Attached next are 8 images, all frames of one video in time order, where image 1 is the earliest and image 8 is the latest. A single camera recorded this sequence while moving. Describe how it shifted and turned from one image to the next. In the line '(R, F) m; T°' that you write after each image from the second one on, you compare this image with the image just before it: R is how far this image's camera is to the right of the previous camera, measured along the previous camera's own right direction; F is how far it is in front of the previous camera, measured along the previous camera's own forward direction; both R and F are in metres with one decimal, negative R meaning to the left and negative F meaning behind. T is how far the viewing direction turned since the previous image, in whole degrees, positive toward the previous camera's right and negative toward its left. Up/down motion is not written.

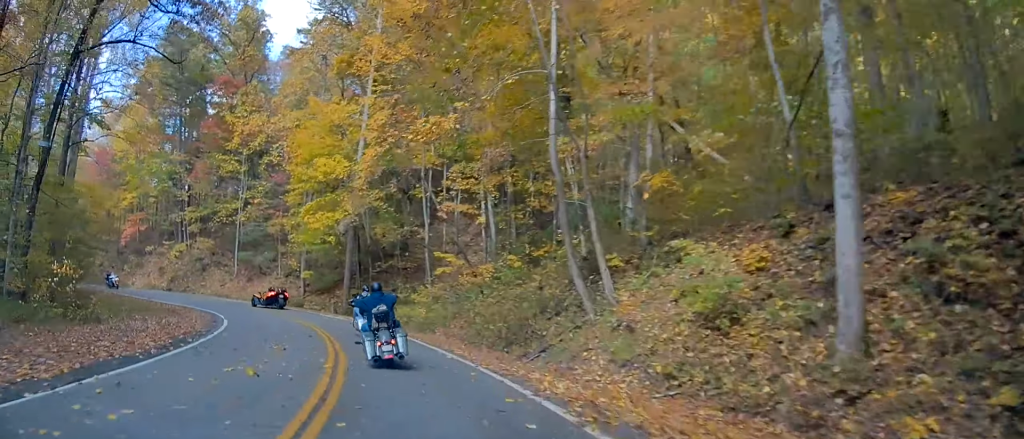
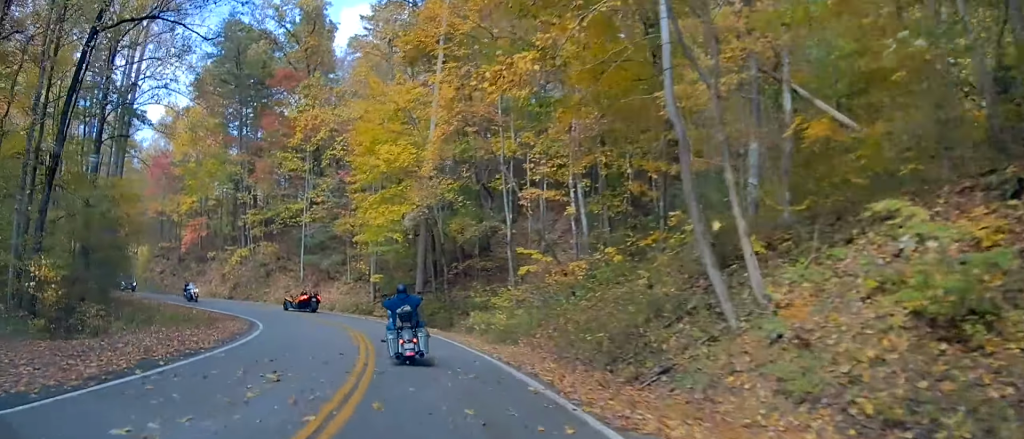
(-0.3, +5.0) m; -4°
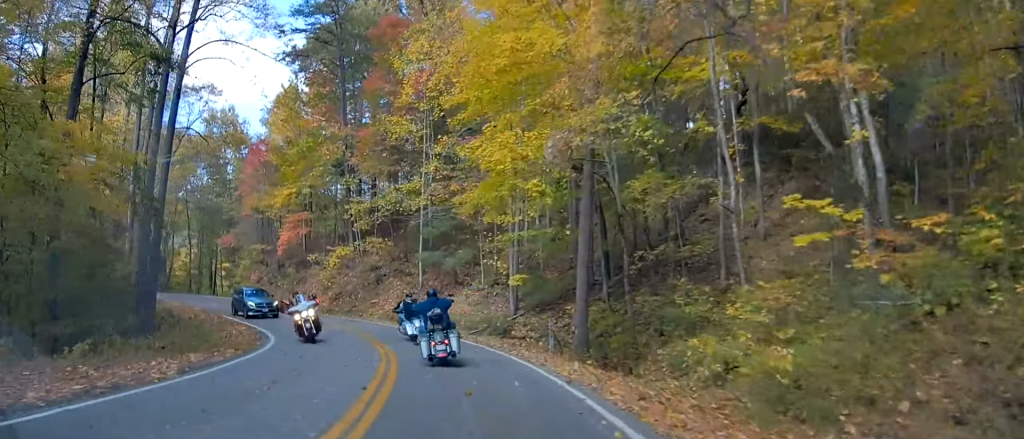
(-1.5, +14.4) m; -13°
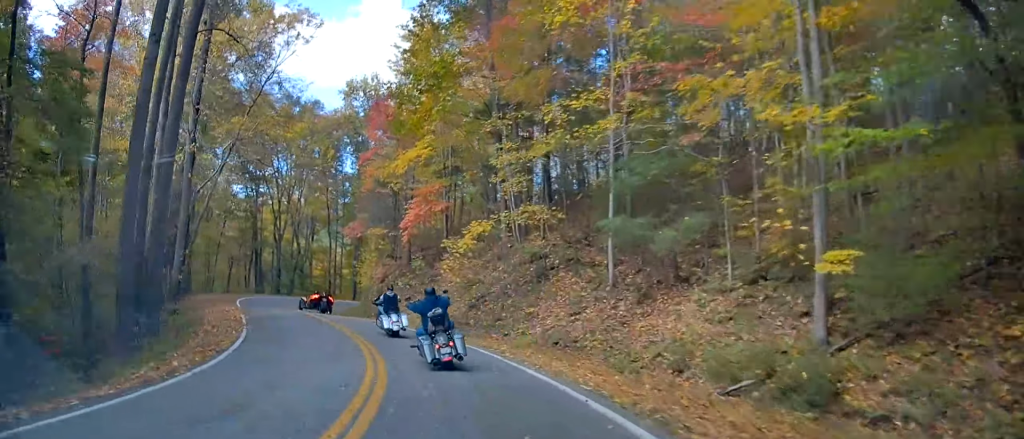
(-2.6, +16.4) m; -17°
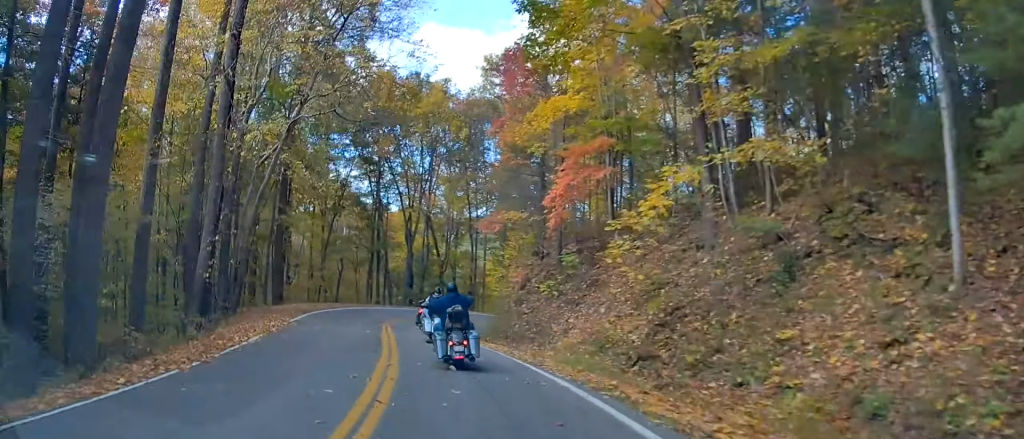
(-0.9, +11.2) m; -8°
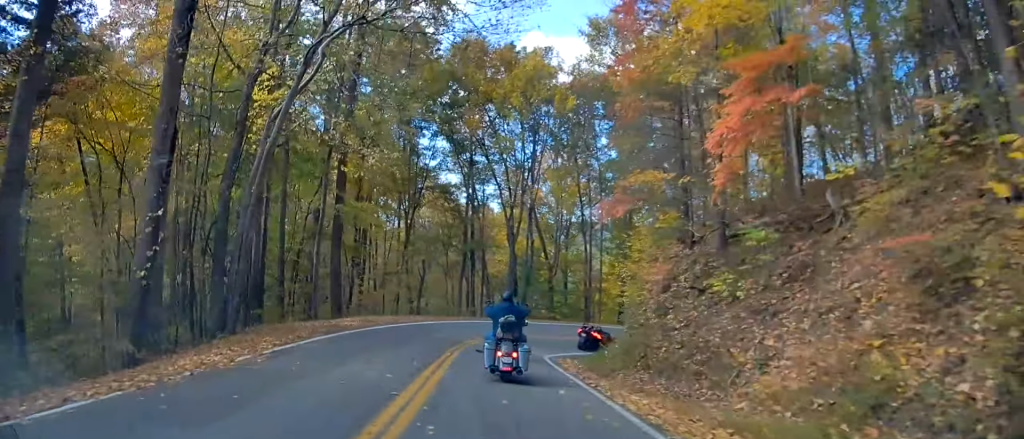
(-0.4, +9.1) m; -6°
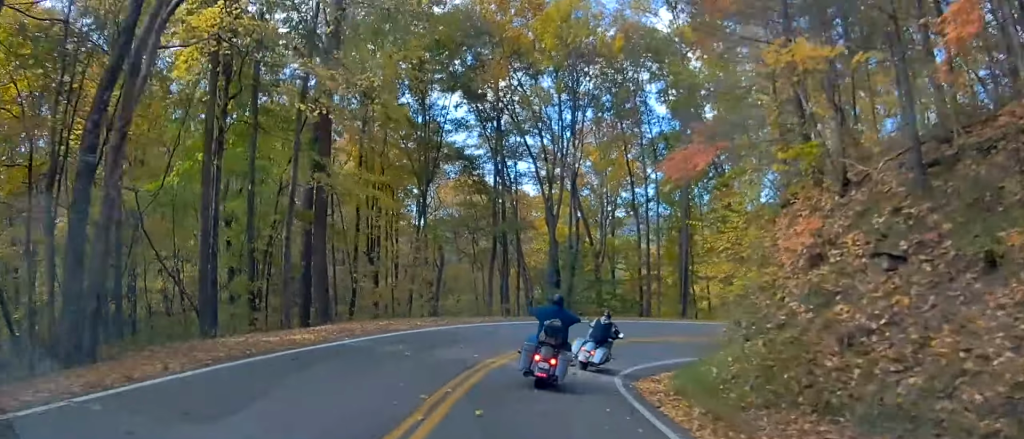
(-0.4, +7.8) m; -4°
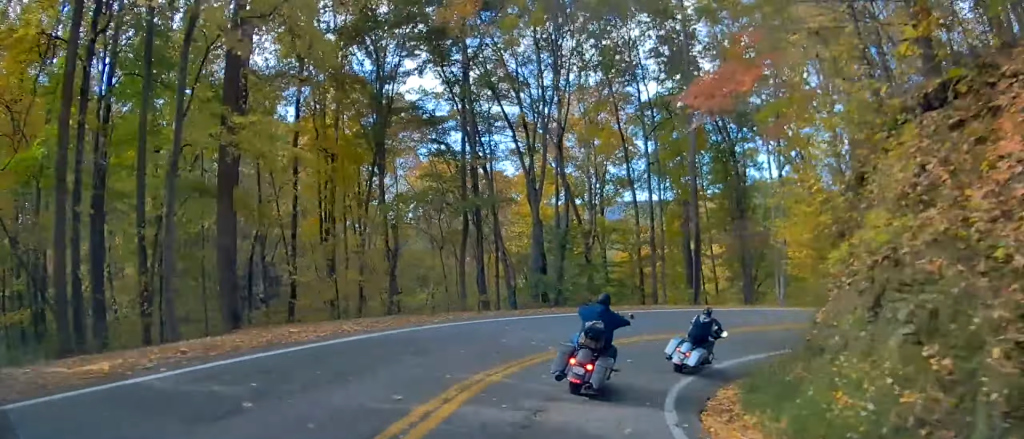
(-0.1, +6.3) m; -1°
